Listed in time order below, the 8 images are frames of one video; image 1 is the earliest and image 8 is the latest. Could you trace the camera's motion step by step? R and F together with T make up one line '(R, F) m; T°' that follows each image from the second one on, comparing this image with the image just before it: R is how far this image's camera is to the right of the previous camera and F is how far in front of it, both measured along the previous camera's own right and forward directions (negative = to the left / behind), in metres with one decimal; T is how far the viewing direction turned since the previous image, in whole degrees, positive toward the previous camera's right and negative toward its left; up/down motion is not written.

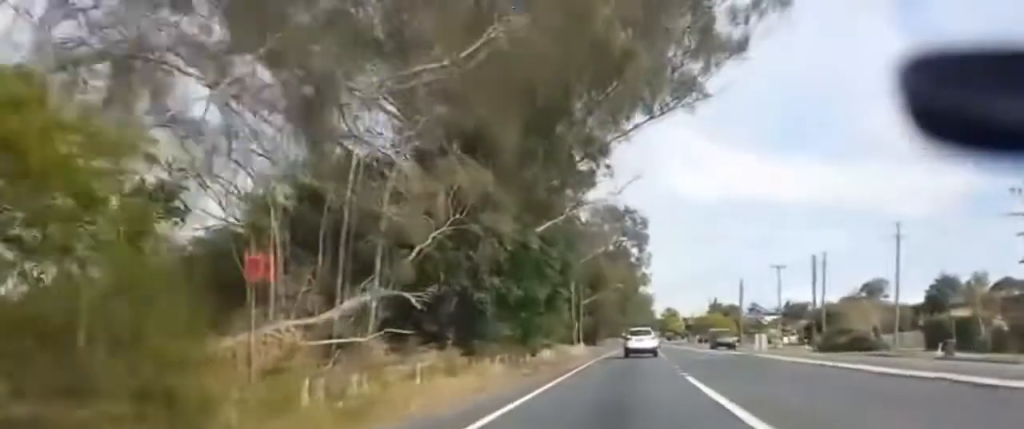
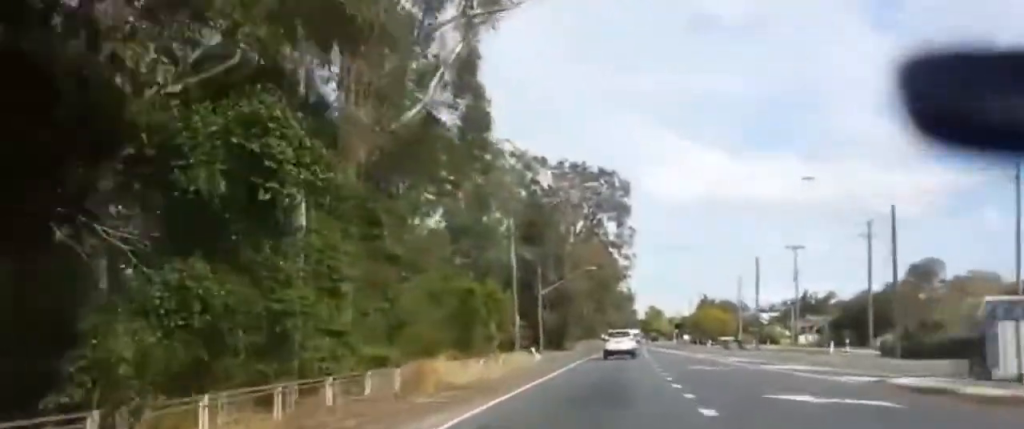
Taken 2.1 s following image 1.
(+0.9, +34.9) m; +3°
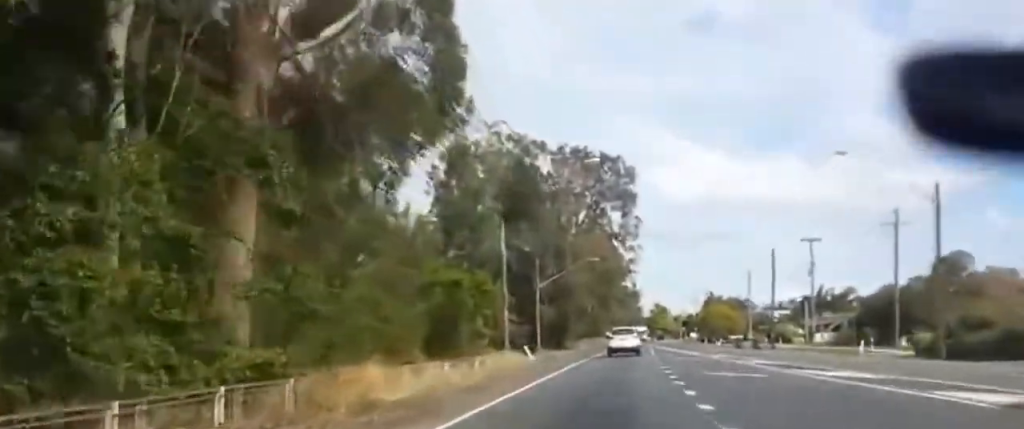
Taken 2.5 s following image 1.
(+0.2, +7.2) m; 0°
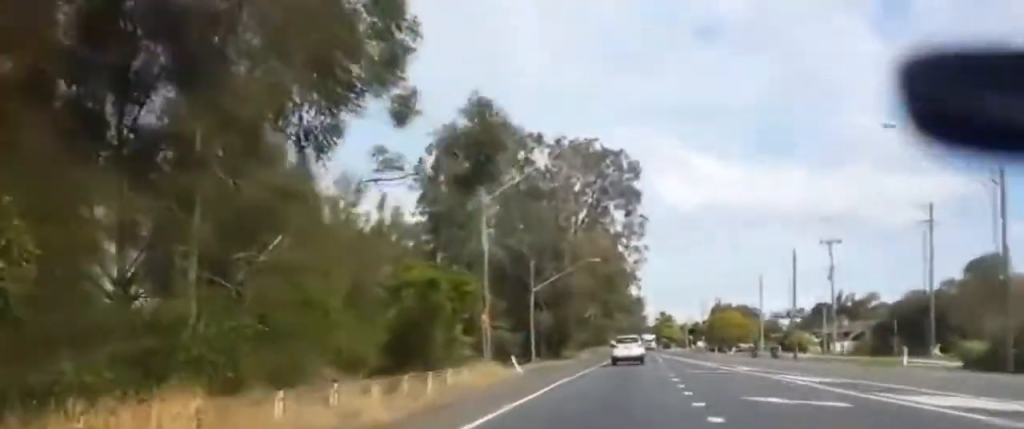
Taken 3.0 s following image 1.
(-0.4, +8.3) m; -1°
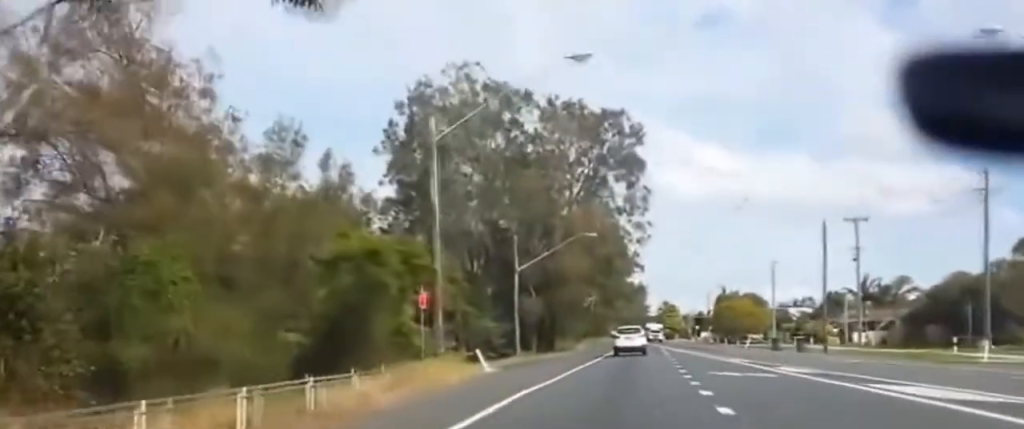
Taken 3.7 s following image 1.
(-0.2, +11.7) m; 0°
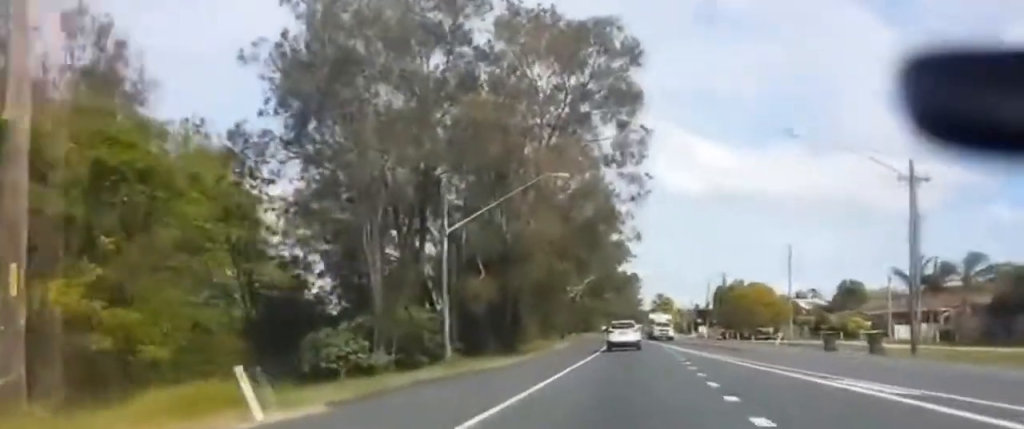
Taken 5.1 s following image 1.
(+0.5, +22.4) m; +2°
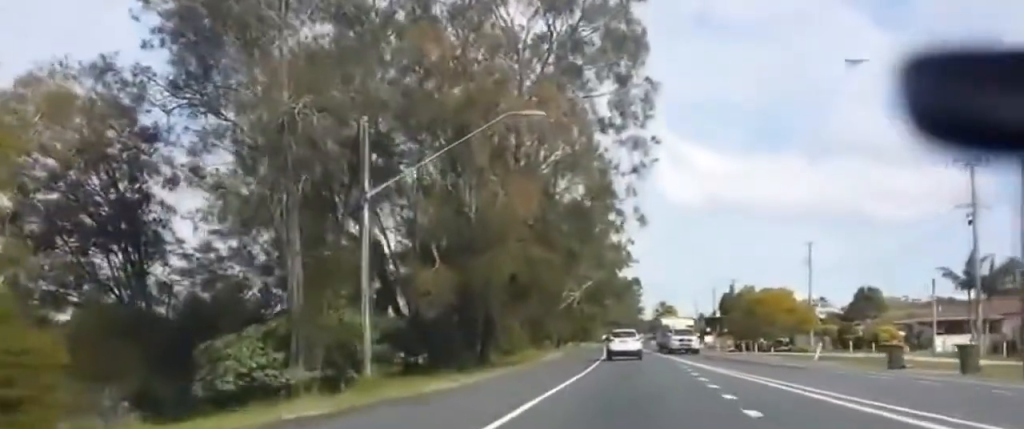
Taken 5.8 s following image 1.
(+0.1, +12.9) m; 0°
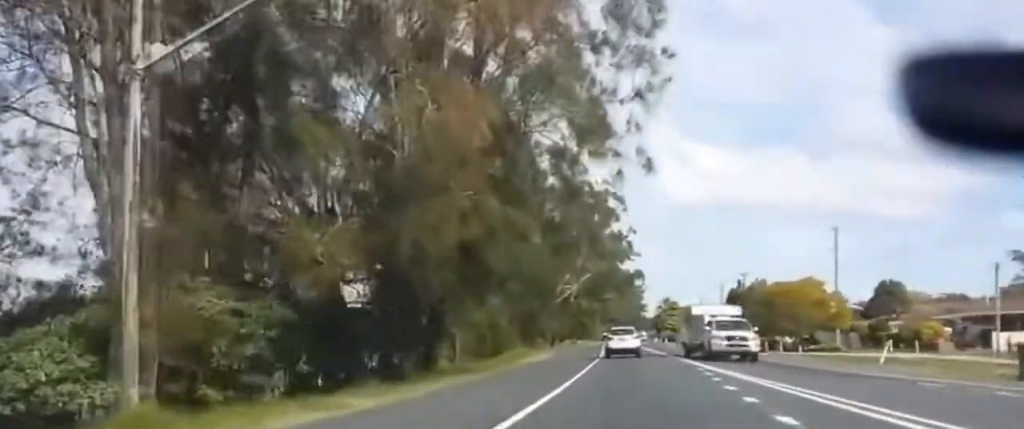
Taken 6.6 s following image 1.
(-0.1, +13.4) m; -1°
